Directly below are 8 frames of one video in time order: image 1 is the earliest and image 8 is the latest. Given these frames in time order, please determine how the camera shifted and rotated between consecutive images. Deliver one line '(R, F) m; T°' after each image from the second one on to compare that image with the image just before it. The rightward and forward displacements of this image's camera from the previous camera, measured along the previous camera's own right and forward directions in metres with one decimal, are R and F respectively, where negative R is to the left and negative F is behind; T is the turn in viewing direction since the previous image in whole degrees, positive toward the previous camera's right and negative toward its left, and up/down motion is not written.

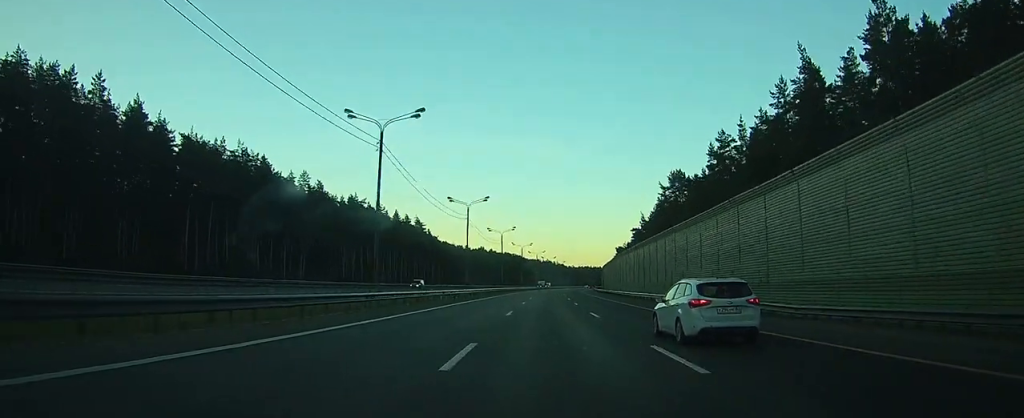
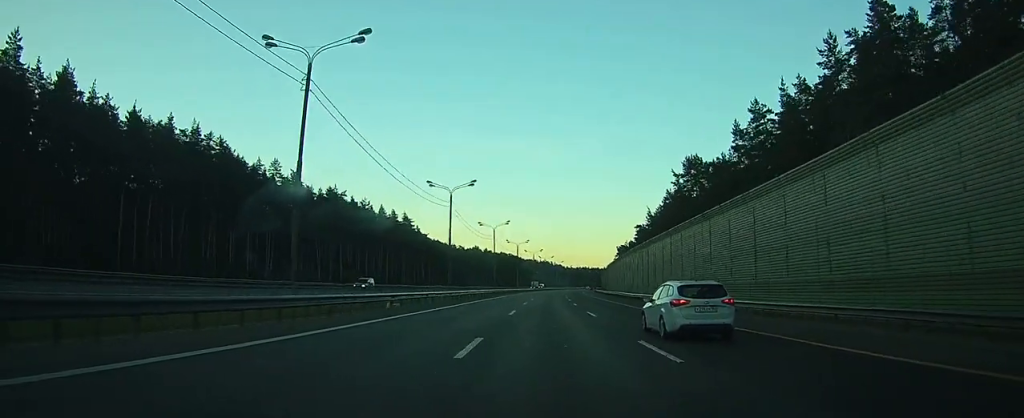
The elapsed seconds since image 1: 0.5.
(0.0, +14.5) m; +1°
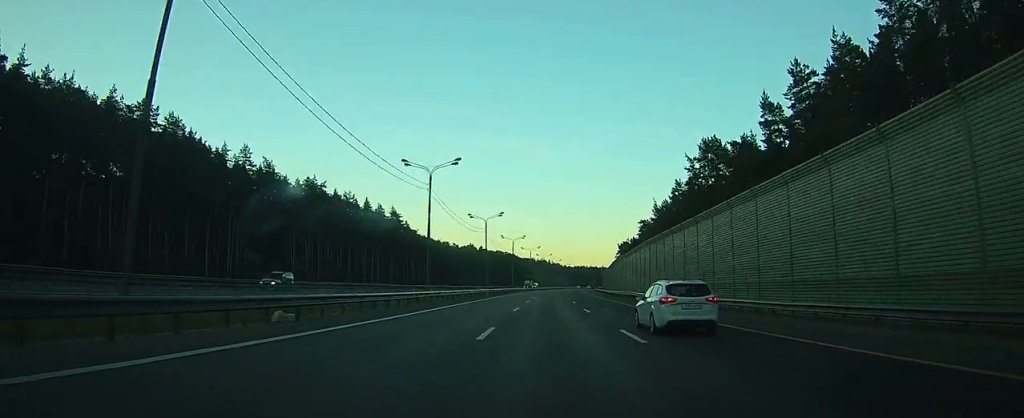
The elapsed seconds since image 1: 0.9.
(+0.2, +12.7) m; 0°
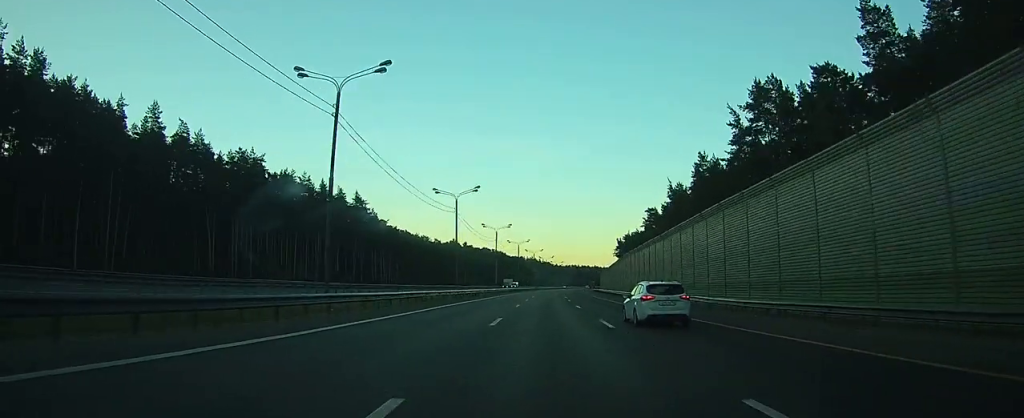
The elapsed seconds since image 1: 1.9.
(+0.3, +27.3) m; +1°
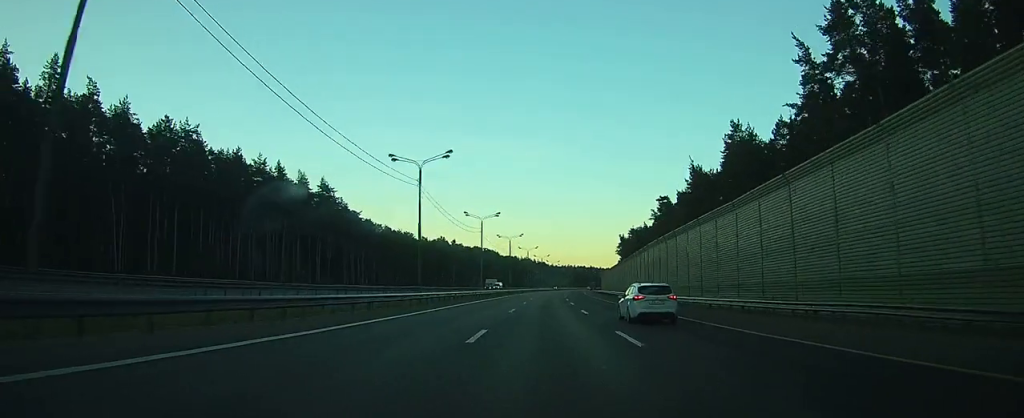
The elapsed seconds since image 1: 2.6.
(0.0, +21.6) m; 0°
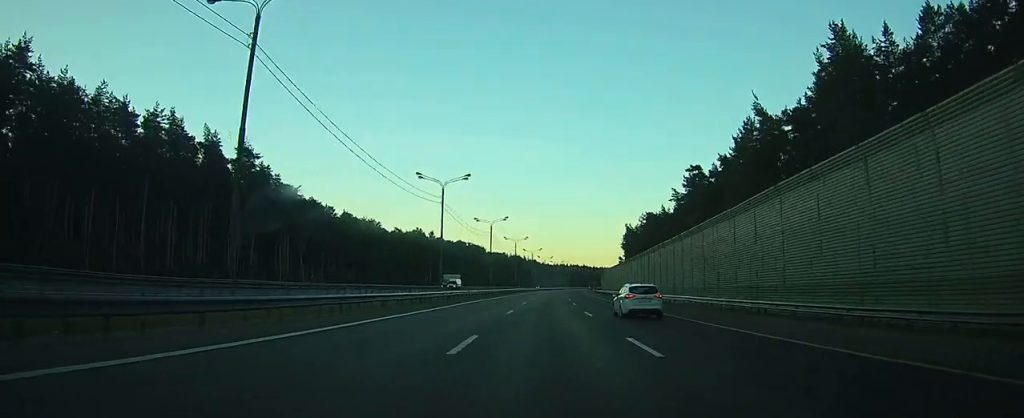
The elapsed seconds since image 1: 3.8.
(+0.3, +34.4) m; +1°
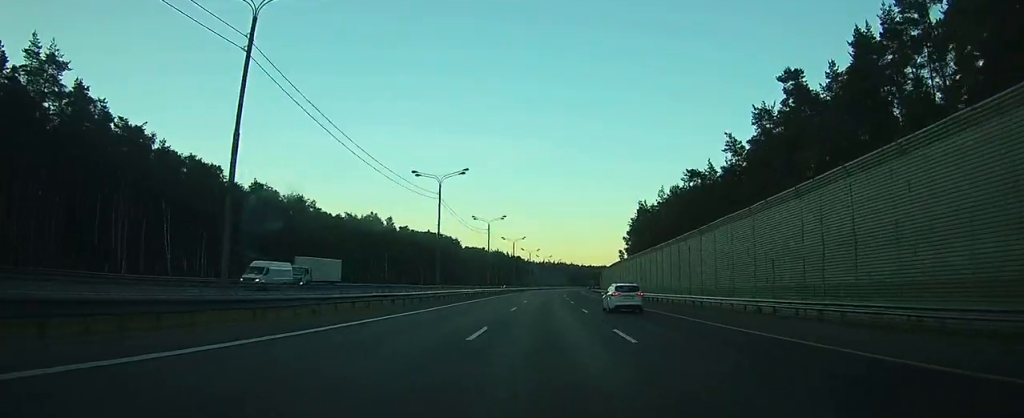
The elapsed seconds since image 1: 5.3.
(+0.8, +45.4) m; +2°
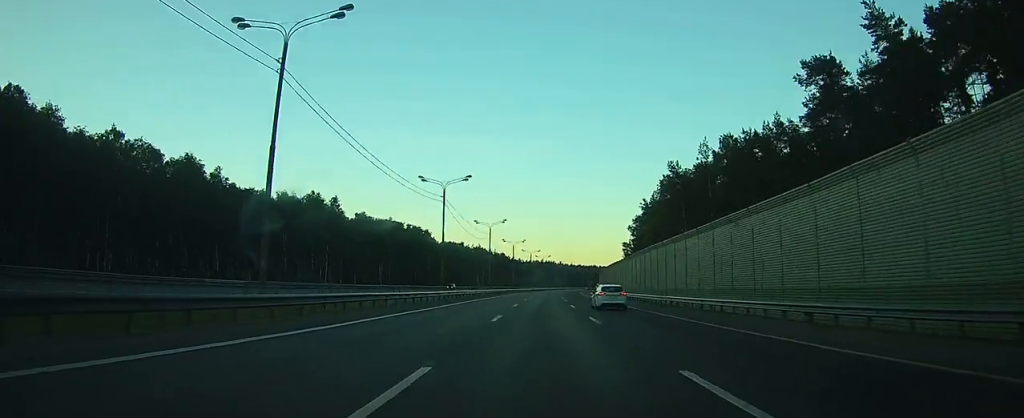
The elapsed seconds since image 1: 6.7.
(+0.4, +40.7) m; +1°
